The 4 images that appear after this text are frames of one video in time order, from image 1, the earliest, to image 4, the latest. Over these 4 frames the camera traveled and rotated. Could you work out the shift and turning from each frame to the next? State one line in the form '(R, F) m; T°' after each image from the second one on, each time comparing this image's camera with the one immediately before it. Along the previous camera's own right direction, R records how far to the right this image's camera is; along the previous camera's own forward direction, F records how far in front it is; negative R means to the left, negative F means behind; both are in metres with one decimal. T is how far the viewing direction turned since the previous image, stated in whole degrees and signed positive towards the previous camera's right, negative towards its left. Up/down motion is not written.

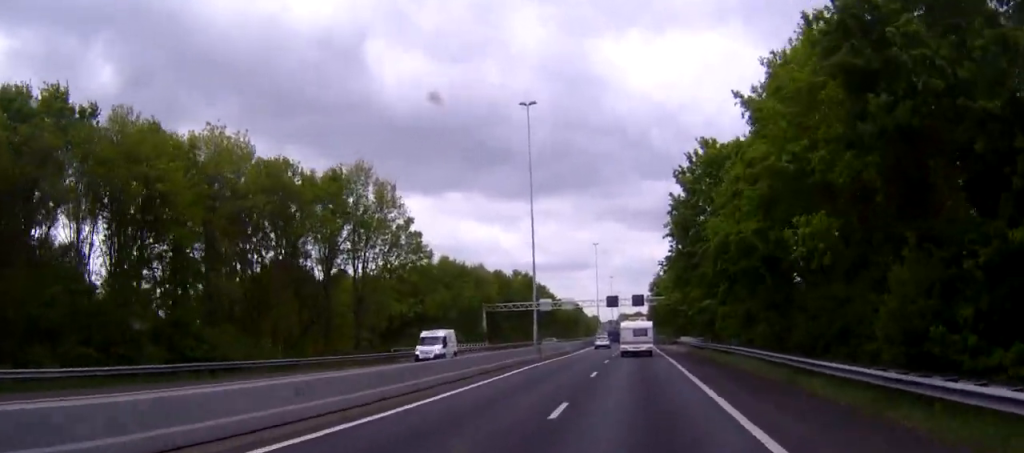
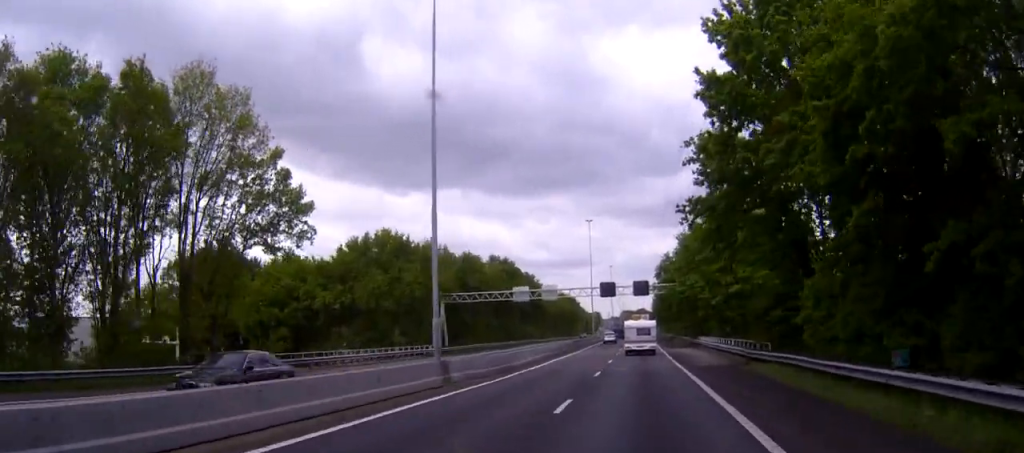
(+0.1, +25.7) m; +1°
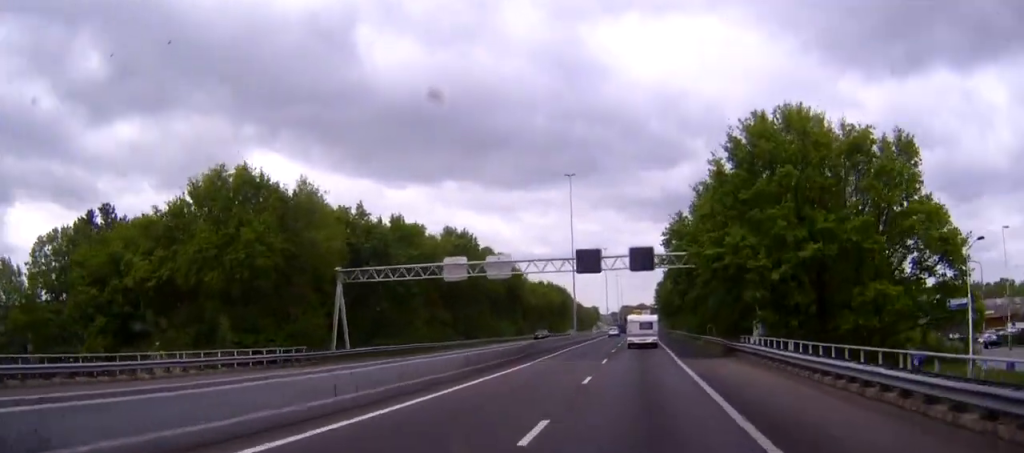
(+0.2, +30.5) m; 0°
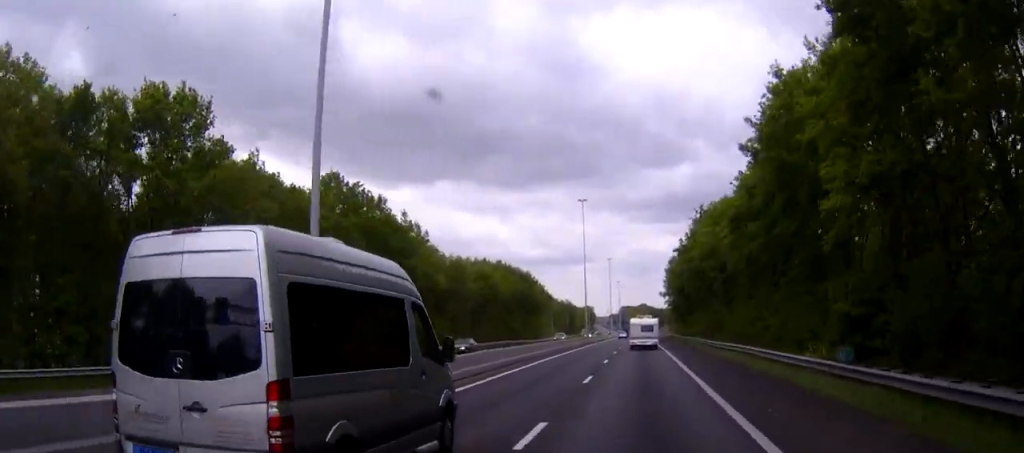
(-0.8, +65.0) m; -1°
